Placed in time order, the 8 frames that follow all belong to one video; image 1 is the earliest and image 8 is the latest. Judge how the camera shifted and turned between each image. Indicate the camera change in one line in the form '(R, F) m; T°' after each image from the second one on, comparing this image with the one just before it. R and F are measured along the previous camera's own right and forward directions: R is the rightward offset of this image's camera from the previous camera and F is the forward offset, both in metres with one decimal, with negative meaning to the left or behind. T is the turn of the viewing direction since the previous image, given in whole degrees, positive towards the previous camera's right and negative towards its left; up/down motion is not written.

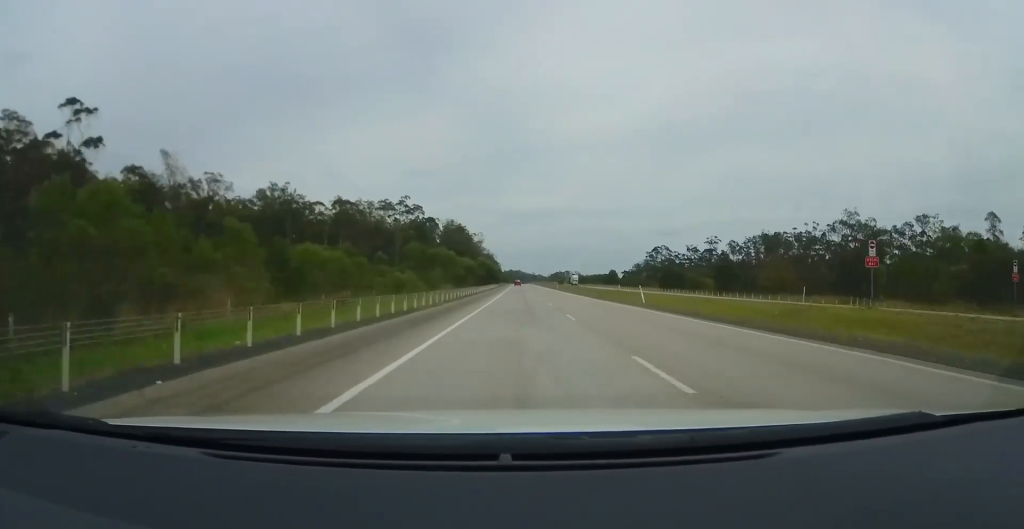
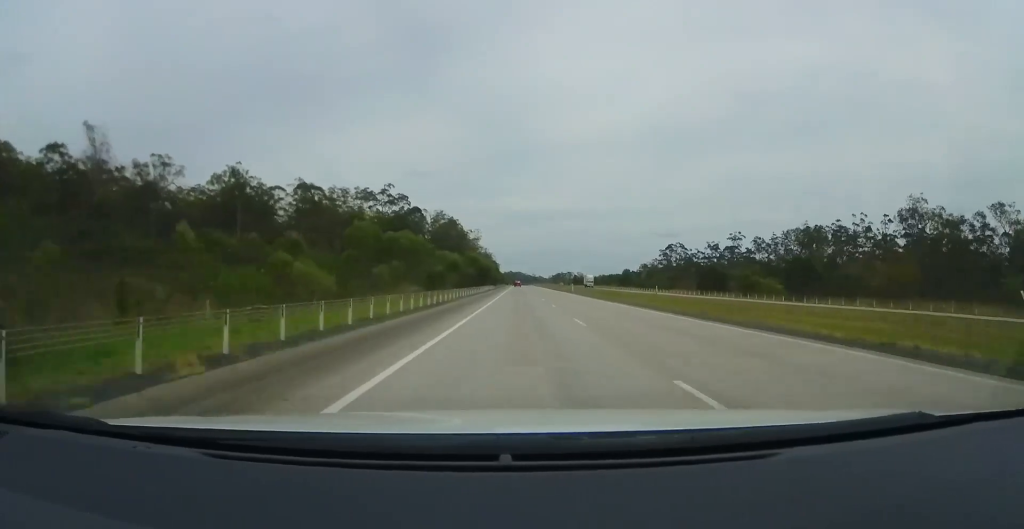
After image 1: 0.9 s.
(+0.3, +26.2) m; 0°
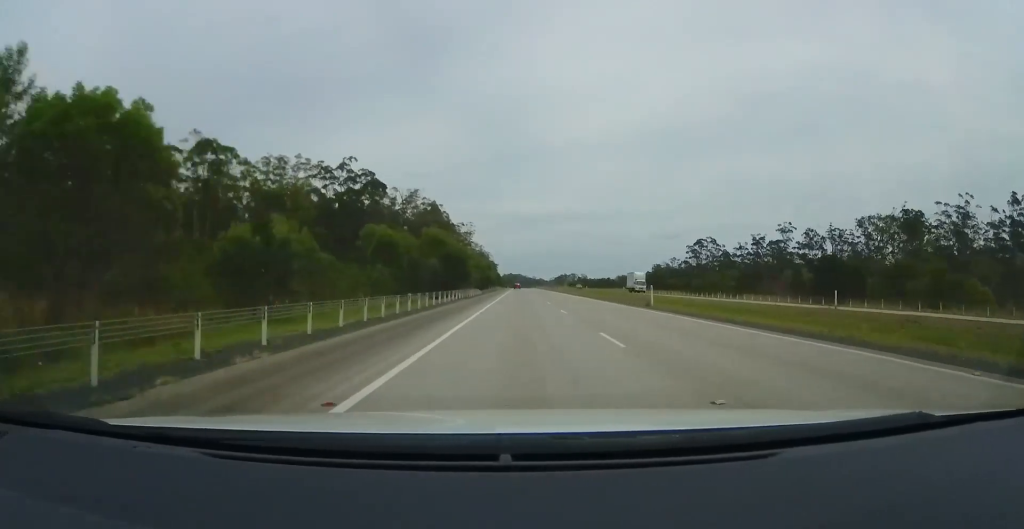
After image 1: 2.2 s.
(-0.6, +40.6) m; -3°
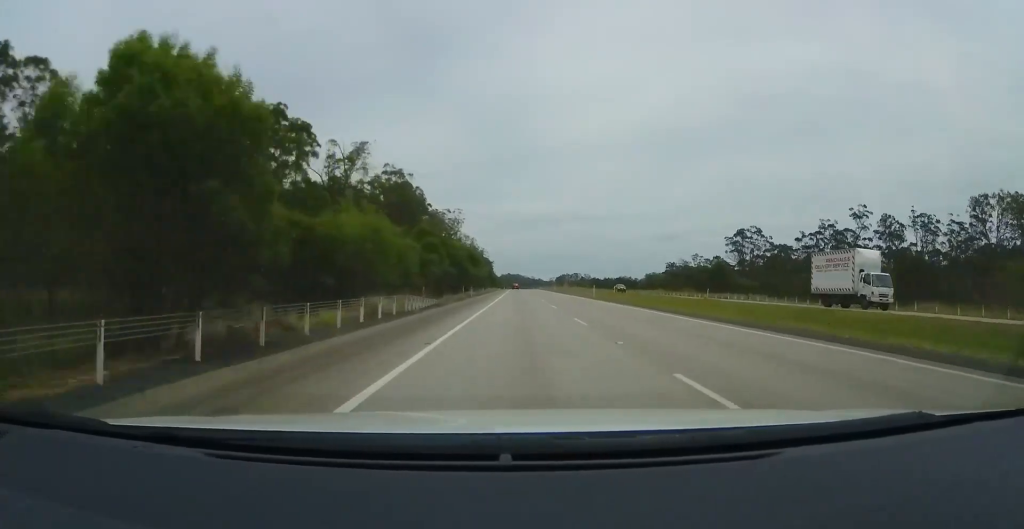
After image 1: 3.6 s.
(-0.5, +41.4) m; 0°
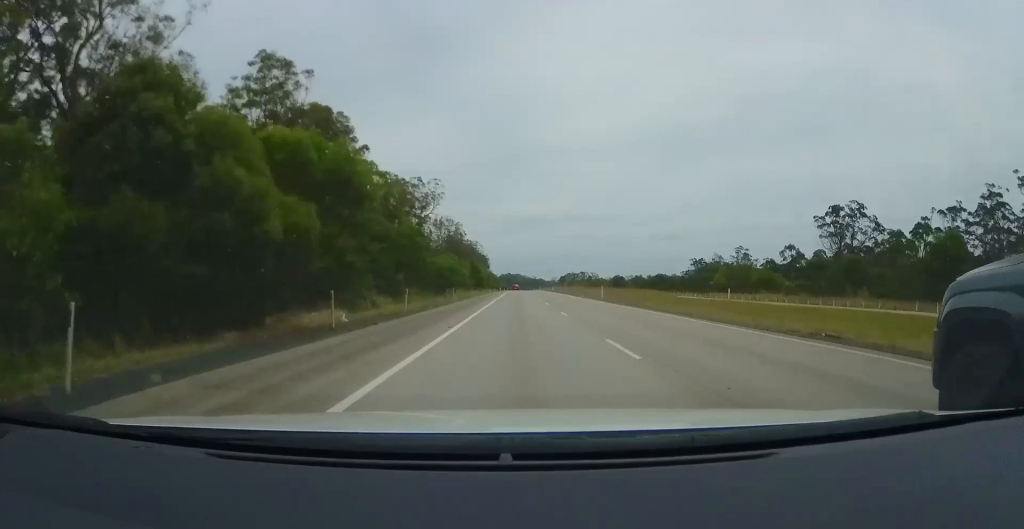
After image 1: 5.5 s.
(+0.4, +54.5) m; 0°
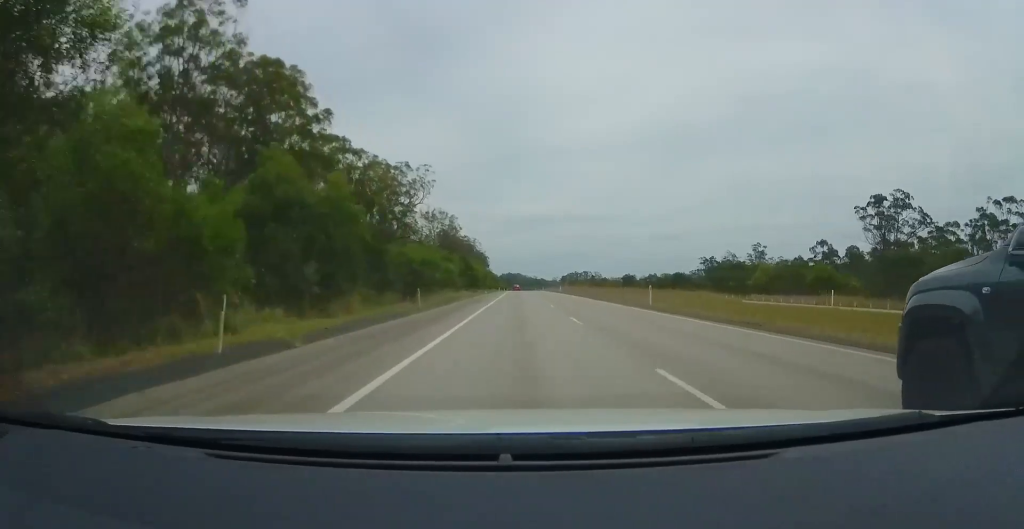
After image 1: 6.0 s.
(-0.2, +15.5) m; 0°
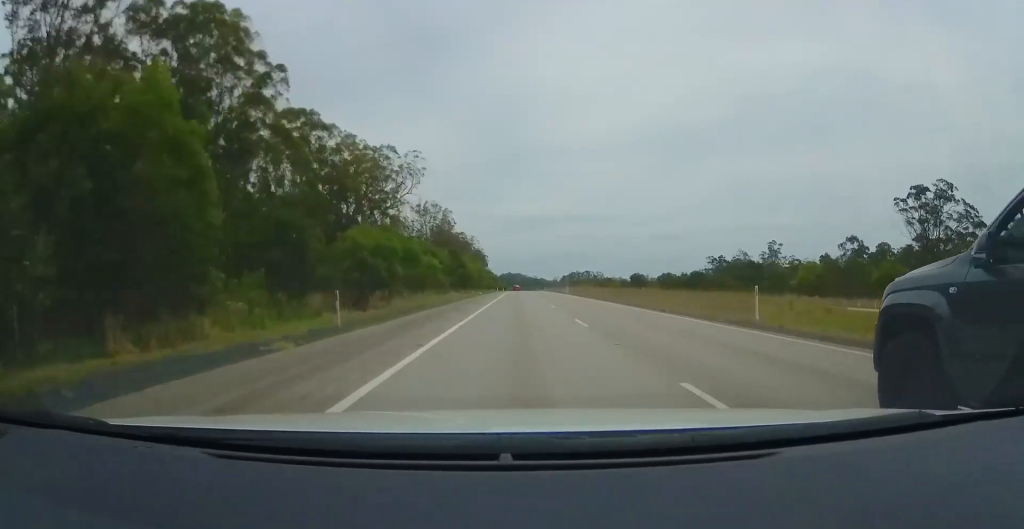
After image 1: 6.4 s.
(0.0, +13.2) m; 0°
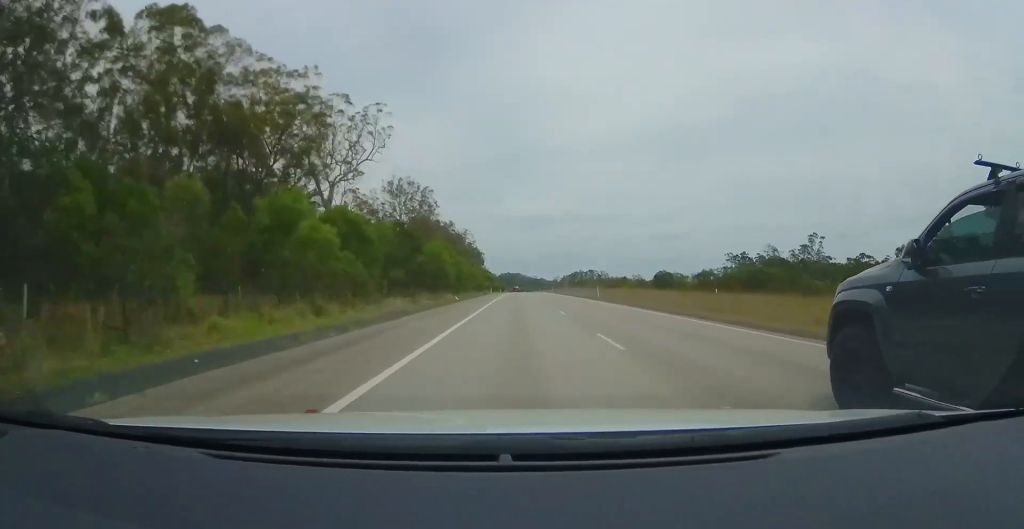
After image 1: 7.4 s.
(+0.2, +29.0) m; 0°
